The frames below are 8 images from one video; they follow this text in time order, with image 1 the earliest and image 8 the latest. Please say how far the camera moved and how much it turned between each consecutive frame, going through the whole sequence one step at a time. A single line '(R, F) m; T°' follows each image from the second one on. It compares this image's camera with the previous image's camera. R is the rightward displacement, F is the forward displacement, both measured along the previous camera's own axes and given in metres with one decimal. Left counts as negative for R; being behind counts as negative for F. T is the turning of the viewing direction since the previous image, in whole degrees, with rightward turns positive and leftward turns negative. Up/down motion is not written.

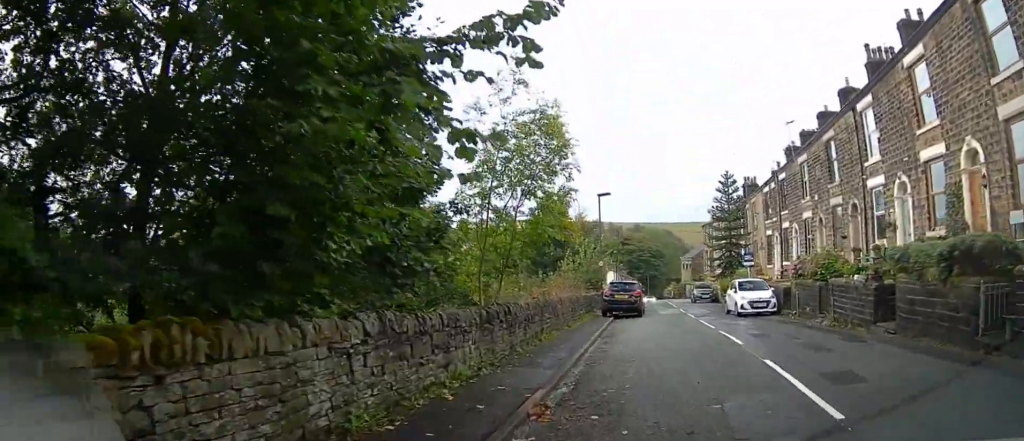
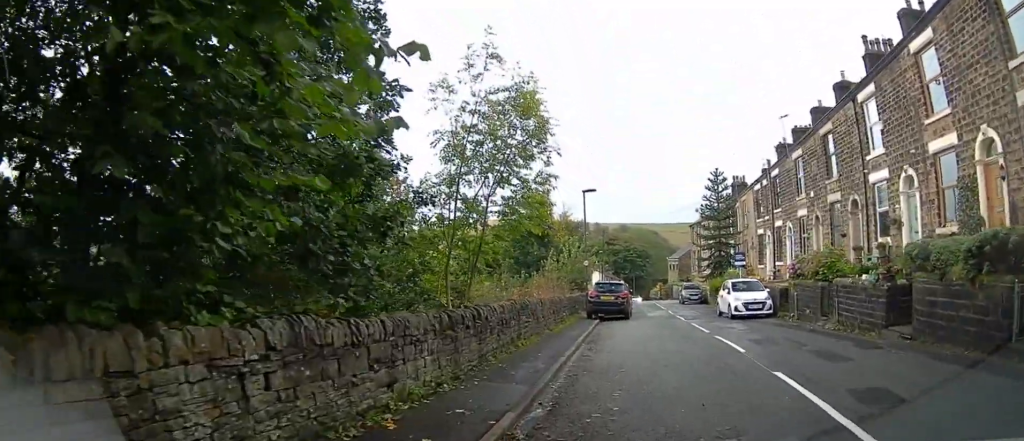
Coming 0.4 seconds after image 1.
(+0.1, +1.3) m; +3°
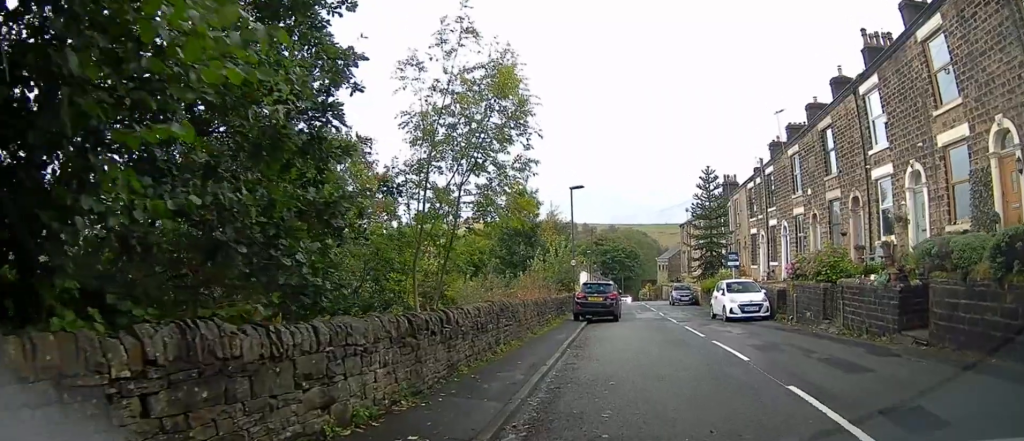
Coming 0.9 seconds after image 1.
(+0.1, +1.3) m; +4°
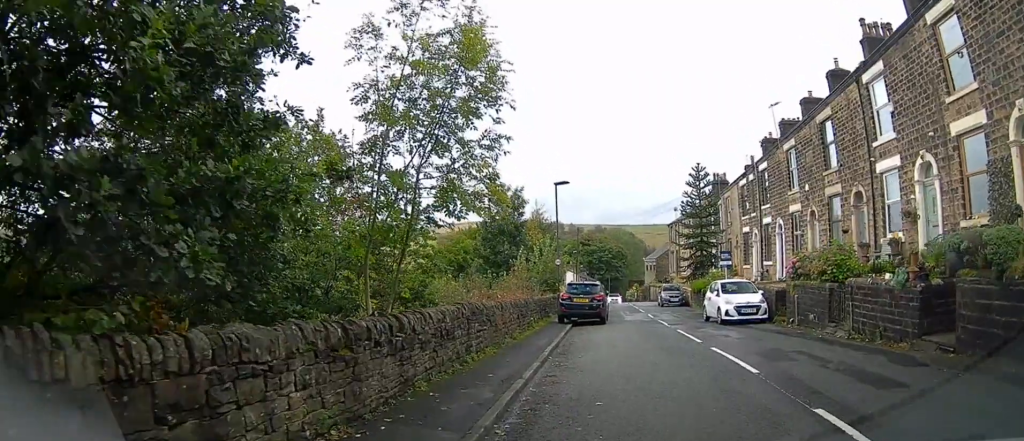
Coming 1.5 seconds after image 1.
(0.0, +1.3) m; +1°
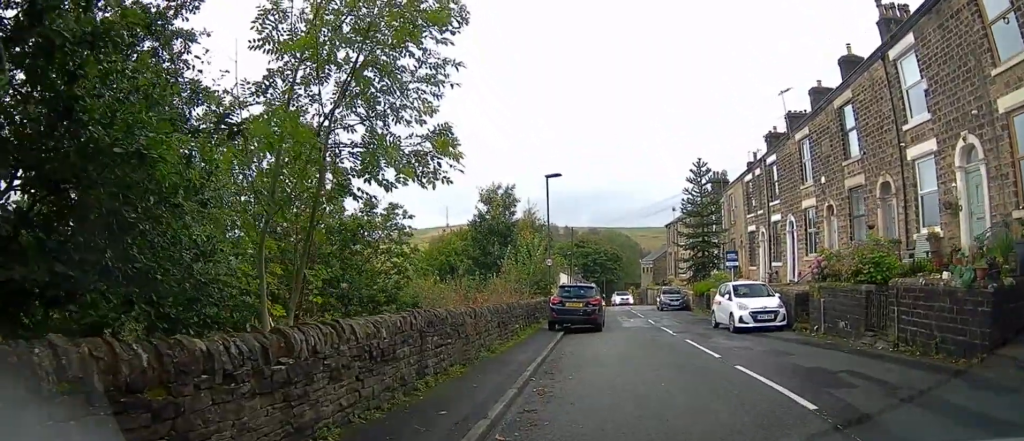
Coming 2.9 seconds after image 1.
(-0.1, +1.7) m; 0°
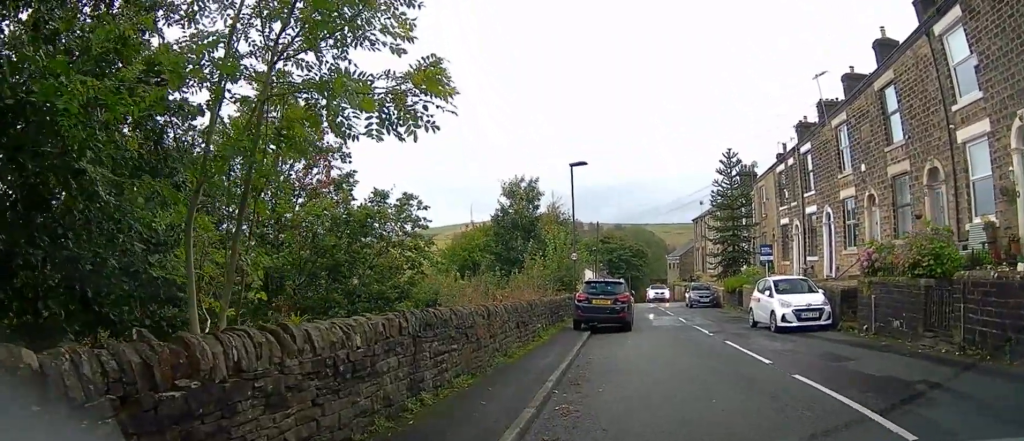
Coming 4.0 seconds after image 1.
(-0.7, +0.8) m; 0°
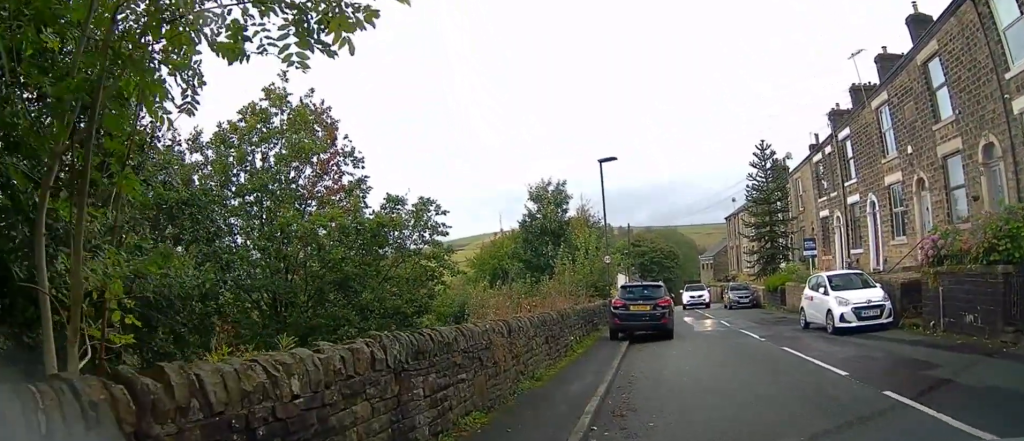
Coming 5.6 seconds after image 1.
(-0.1, +1.4) m; 0°
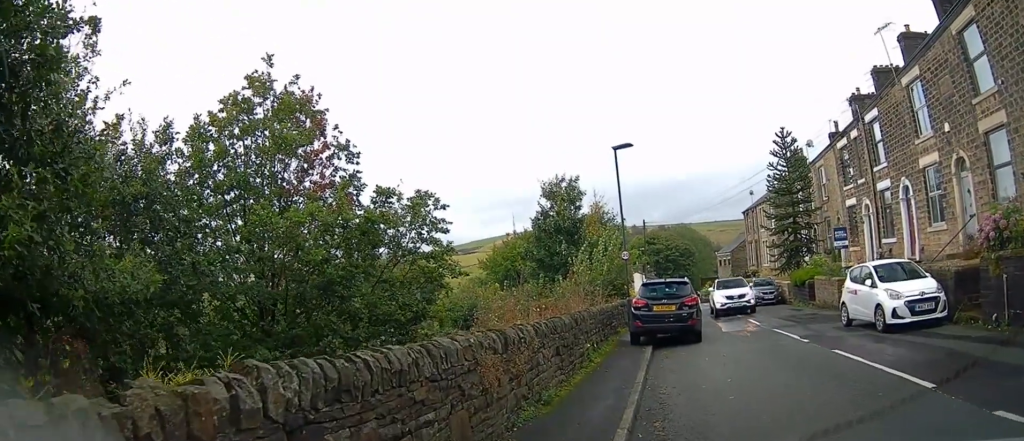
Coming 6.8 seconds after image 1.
(0.0, +1.4) m; 0°
